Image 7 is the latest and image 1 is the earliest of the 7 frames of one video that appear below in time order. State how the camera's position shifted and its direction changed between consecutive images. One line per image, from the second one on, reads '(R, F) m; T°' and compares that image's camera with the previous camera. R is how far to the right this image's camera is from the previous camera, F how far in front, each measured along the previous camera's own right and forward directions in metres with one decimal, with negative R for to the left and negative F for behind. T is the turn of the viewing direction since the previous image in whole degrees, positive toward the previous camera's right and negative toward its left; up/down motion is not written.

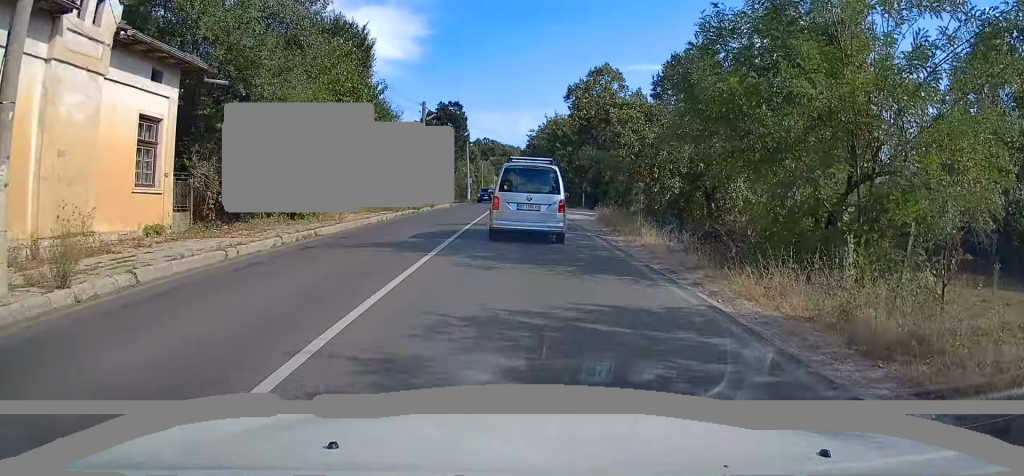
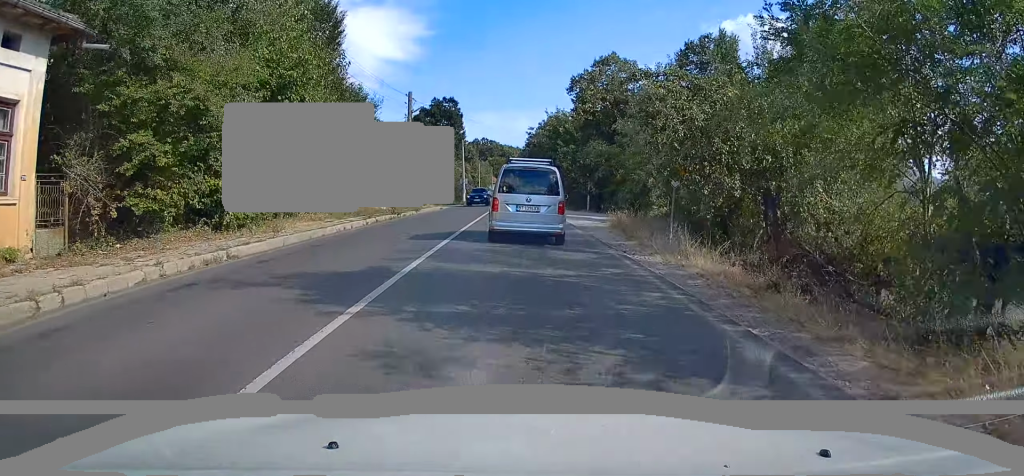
(+0.1, +5.3) m; 0°
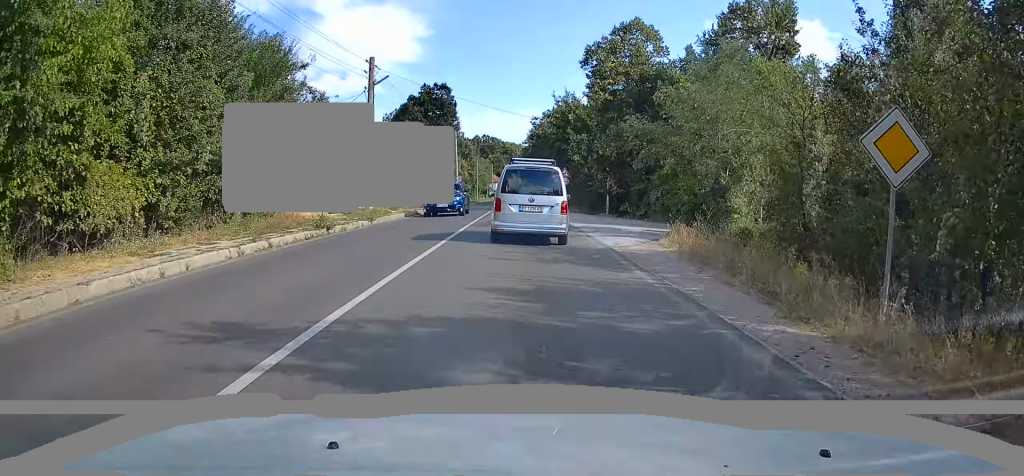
(-0.1, +11.1) m; 0°
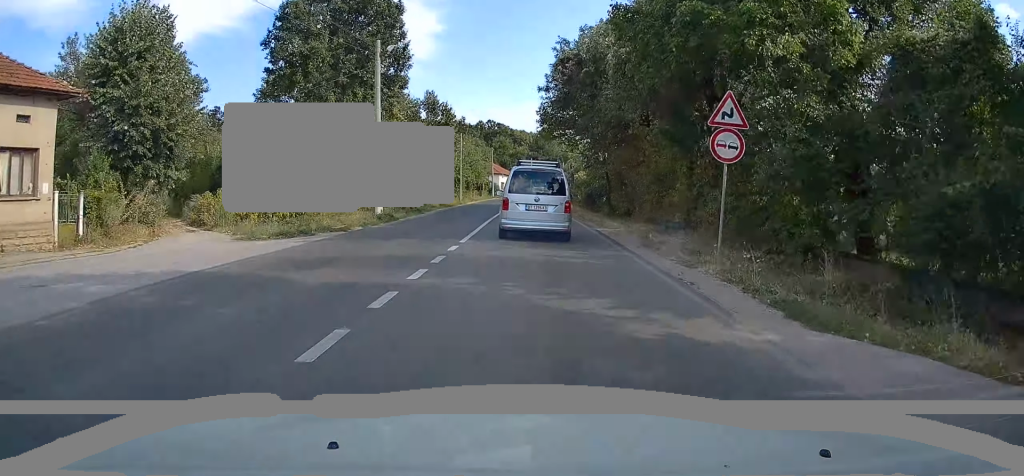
(-0.3, +41.6) m; -1°
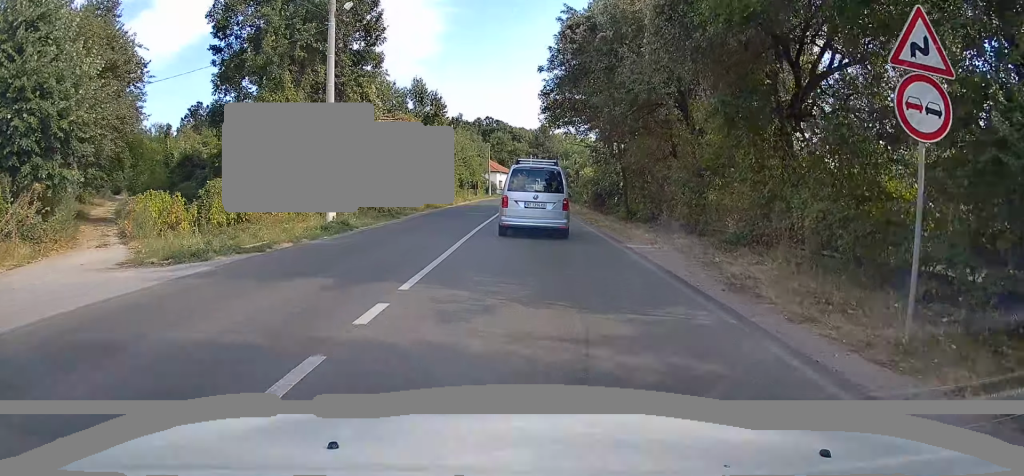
(0.0, +6.9) m; 0°
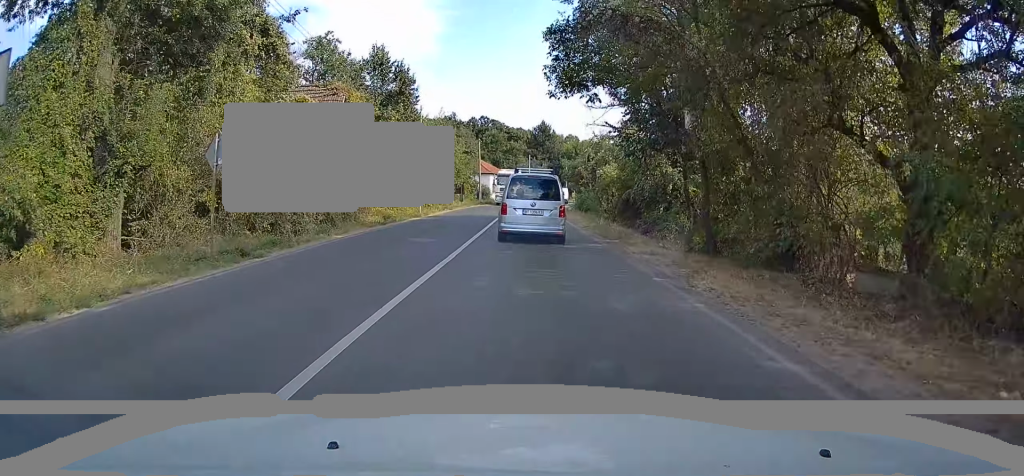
(+0.1, +15.0) m; 0°
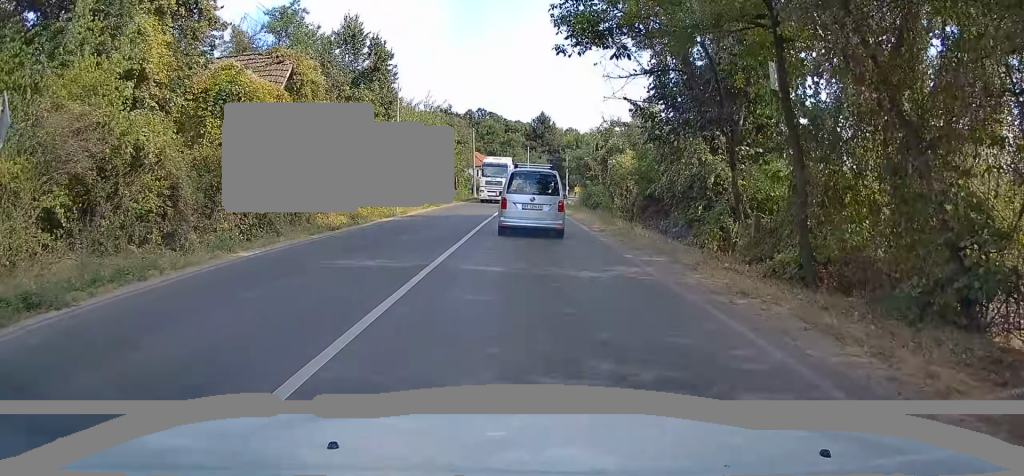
(0.0, +6.5) m; 0°
